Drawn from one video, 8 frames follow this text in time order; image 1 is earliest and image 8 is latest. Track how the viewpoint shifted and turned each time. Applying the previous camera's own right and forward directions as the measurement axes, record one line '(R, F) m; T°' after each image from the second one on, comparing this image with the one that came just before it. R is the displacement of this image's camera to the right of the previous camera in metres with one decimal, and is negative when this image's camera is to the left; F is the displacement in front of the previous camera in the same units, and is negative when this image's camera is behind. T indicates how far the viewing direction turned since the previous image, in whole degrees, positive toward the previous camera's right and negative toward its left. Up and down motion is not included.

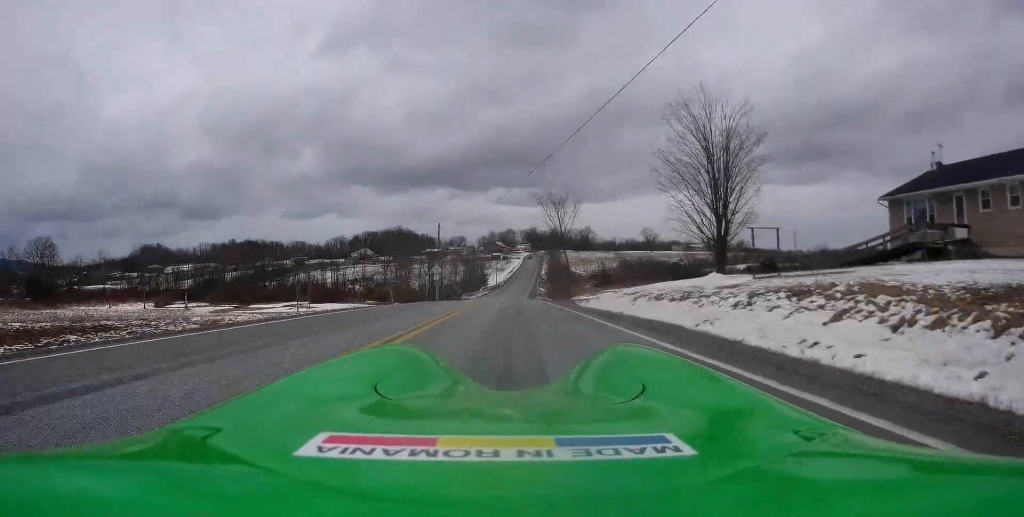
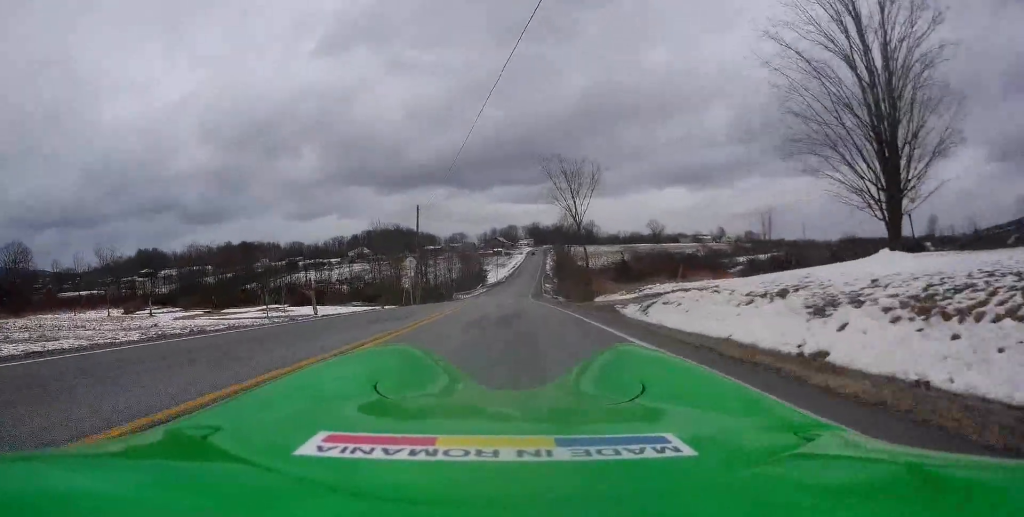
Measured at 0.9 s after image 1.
(+0.5, +14.8) m; -1°
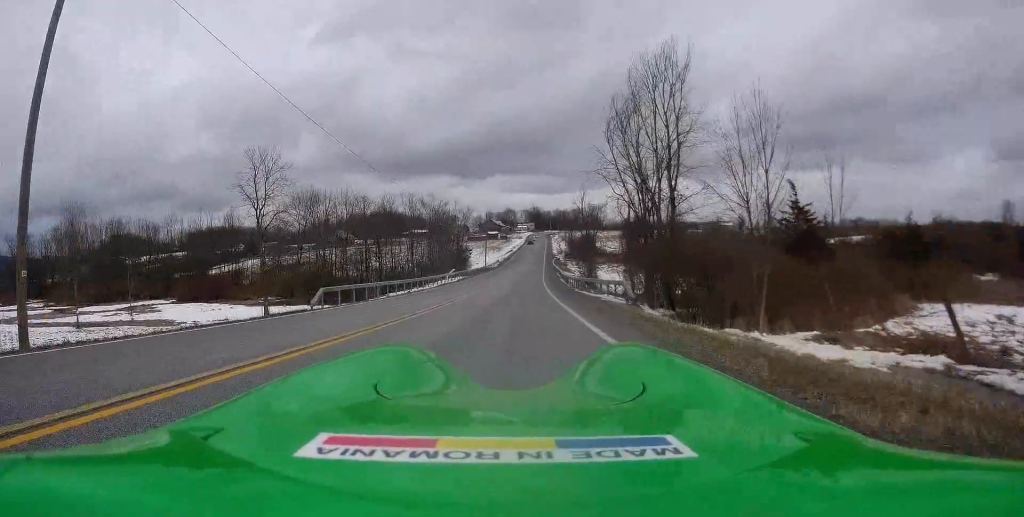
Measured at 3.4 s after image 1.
(+0.3, +45.0) m; +1°
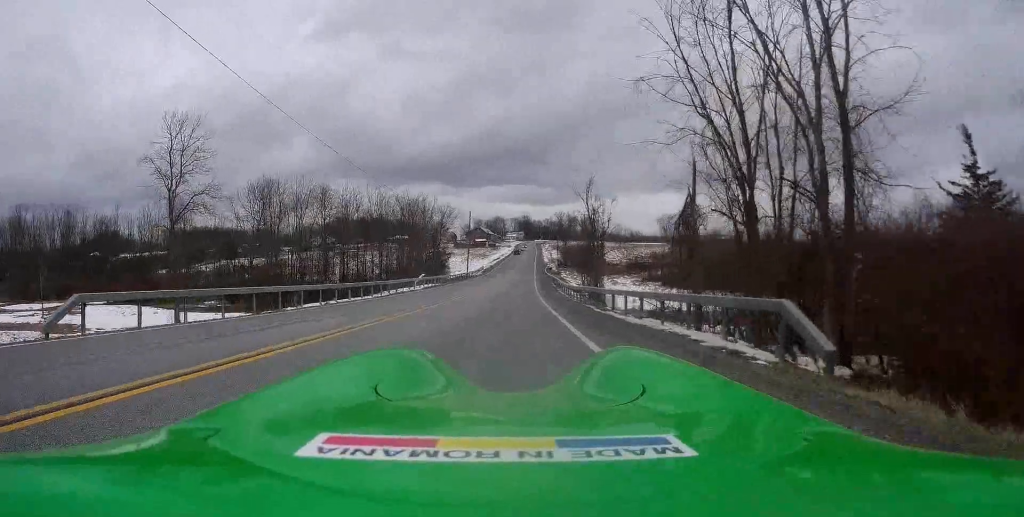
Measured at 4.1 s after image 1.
(0.0, +12.9) m; 0°
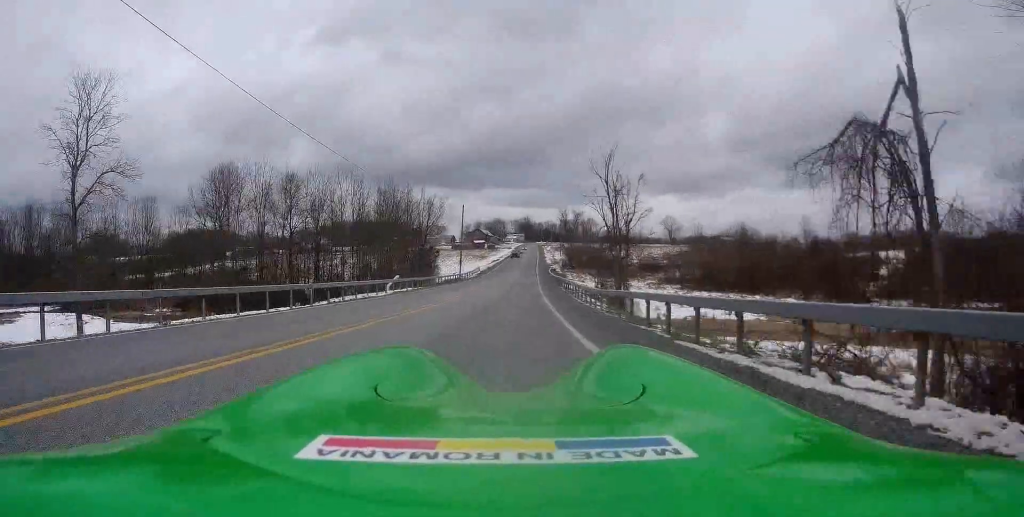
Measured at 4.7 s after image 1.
(+0.2, +10.0) m; +1°
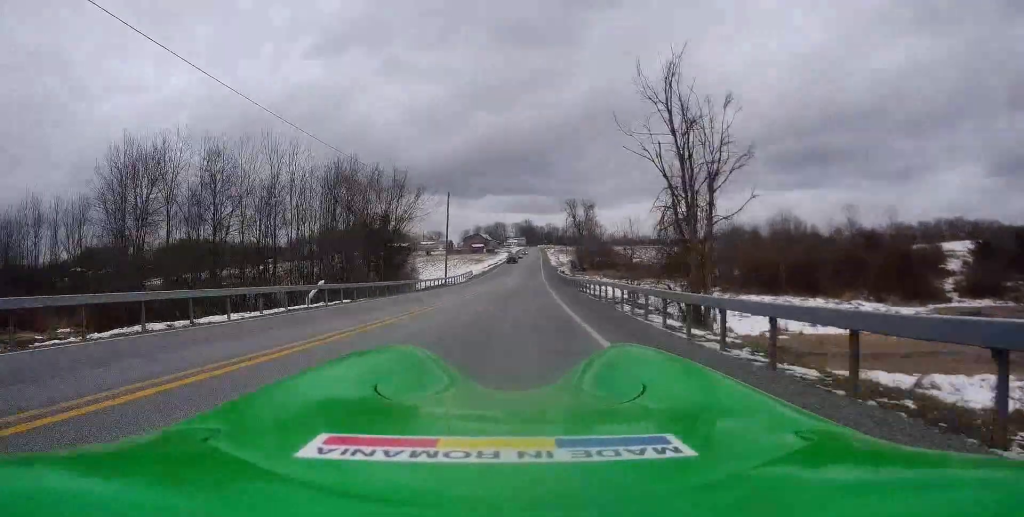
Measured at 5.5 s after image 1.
(0.0, +15.5) m; +1°
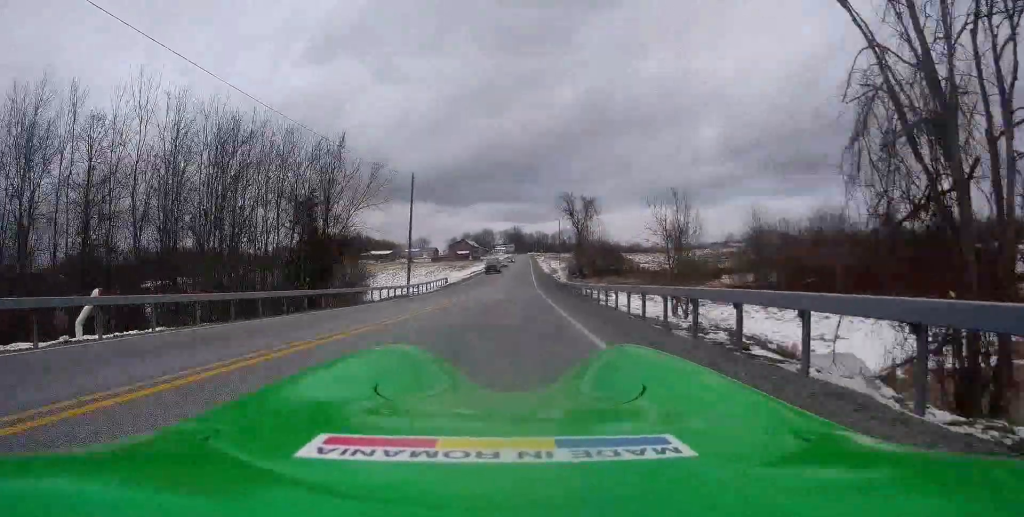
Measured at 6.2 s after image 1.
(+0.3, +14.1) m; 0°
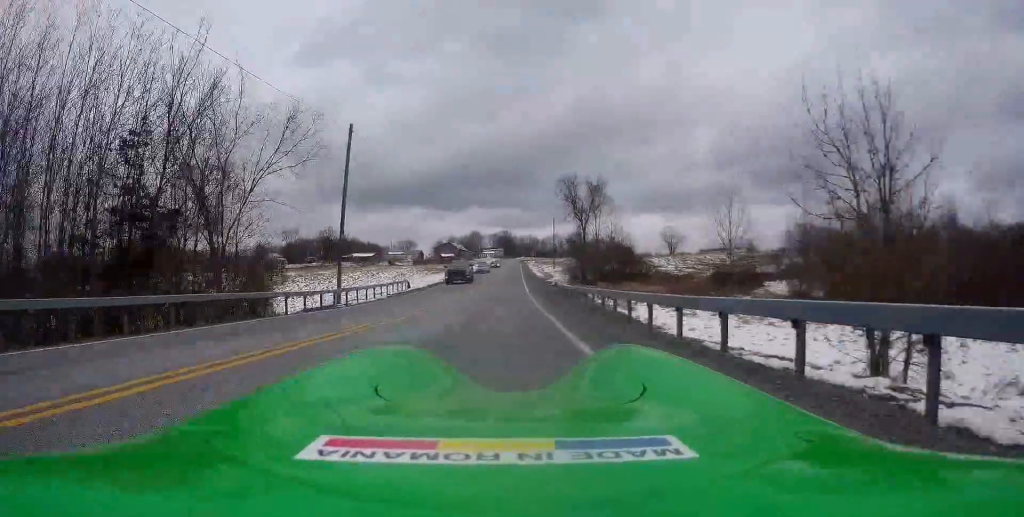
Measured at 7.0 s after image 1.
(+0.1, +15.0) m; -1°
